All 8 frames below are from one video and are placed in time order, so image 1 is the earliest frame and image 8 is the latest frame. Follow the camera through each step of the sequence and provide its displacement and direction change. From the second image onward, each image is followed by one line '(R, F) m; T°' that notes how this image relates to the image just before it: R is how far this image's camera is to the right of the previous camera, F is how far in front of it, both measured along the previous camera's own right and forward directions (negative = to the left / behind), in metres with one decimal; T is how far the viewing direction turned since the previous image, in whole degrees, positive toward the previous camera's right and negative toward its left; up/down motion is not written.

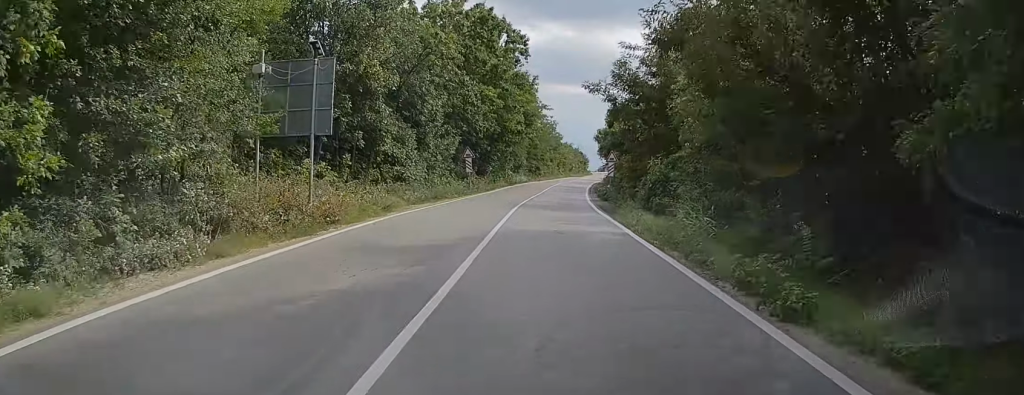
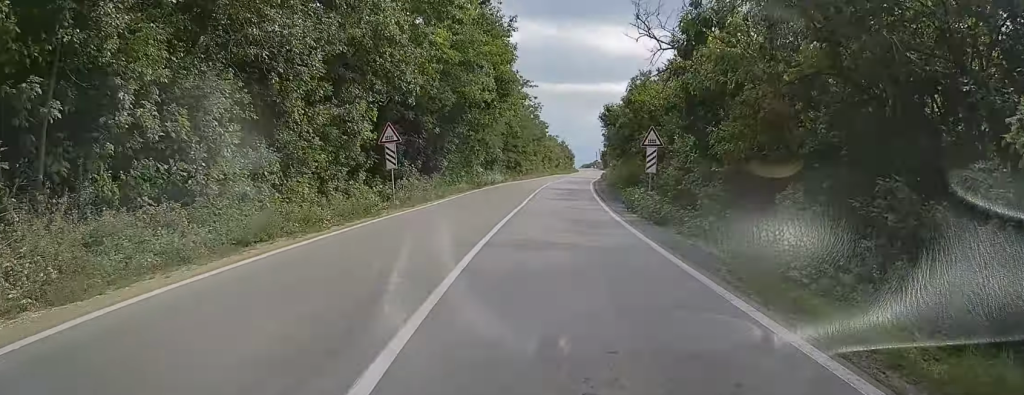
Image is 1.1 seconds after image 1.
(+0.1, +21.5) m; +1°
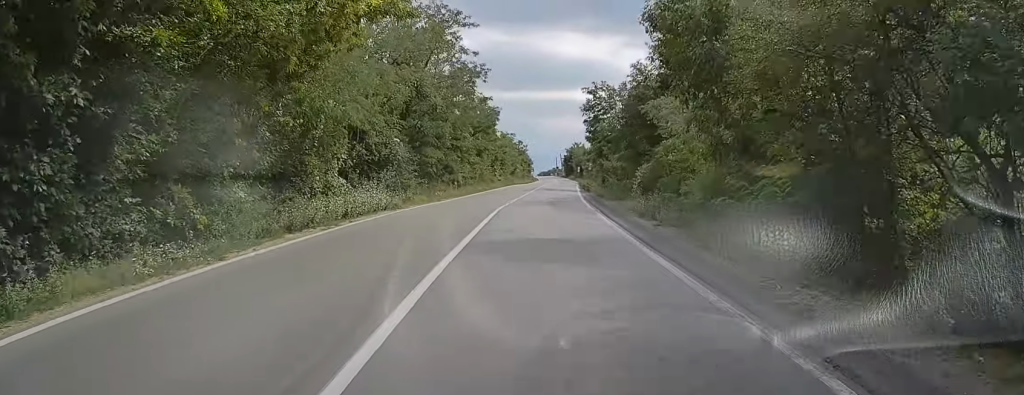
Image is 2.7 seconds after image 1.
(+0.8, +32.9) m; +3°
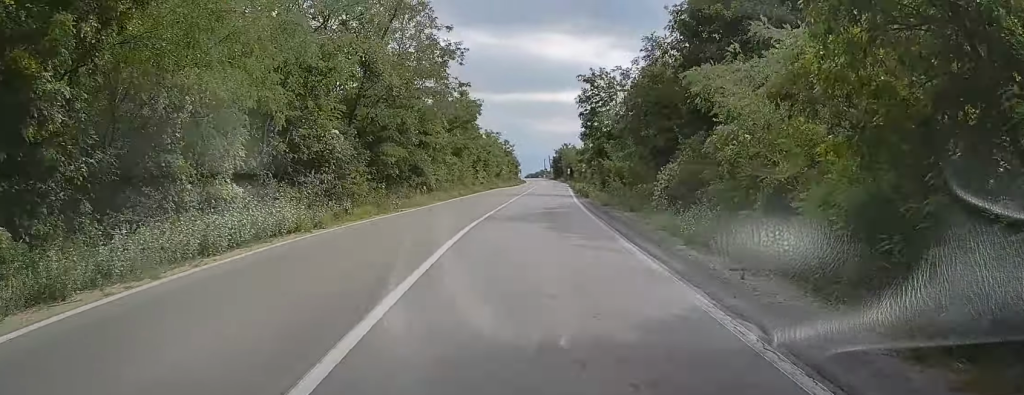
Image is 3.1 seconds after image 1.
(+0.1, +8.5) m; +1°
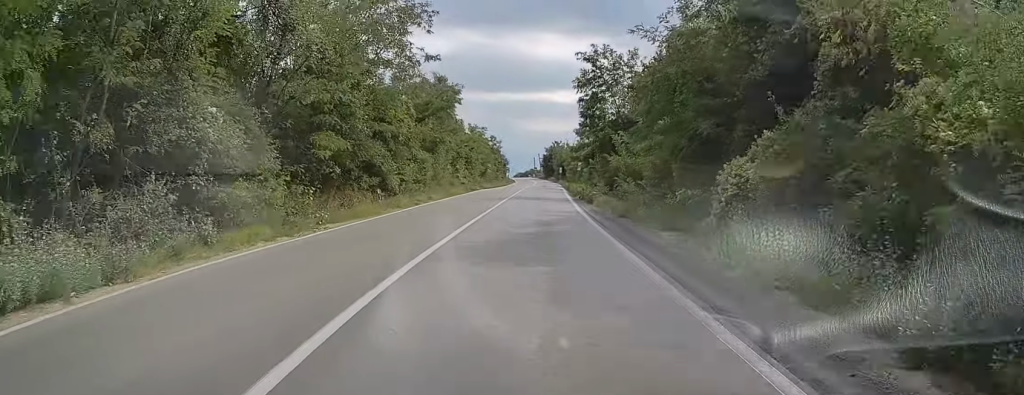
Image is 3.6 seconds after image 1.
(+0.1, +9.2) m; +1°
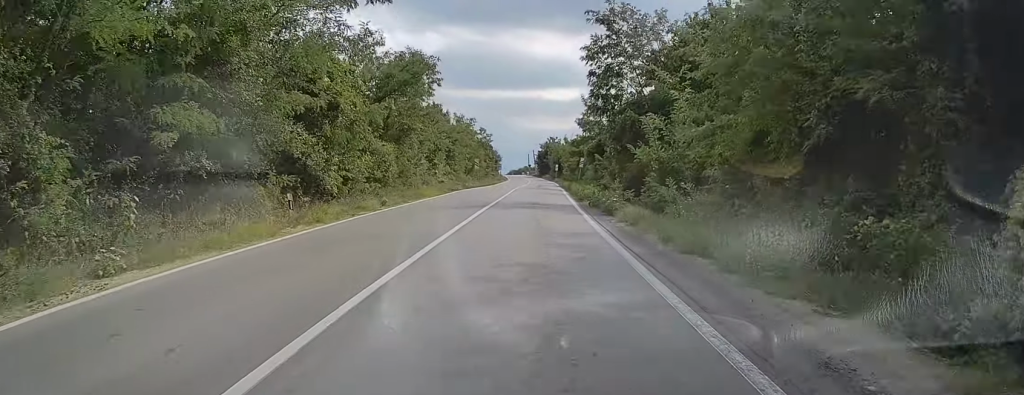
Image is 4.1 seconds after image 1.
(+0.1, +10.3) m; +1°
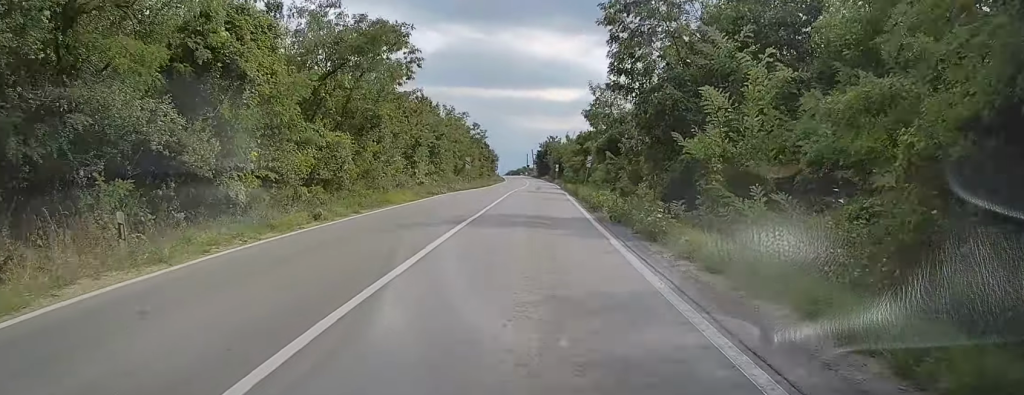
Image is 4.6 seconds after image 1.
(+0.1, +8.2) m; +1°
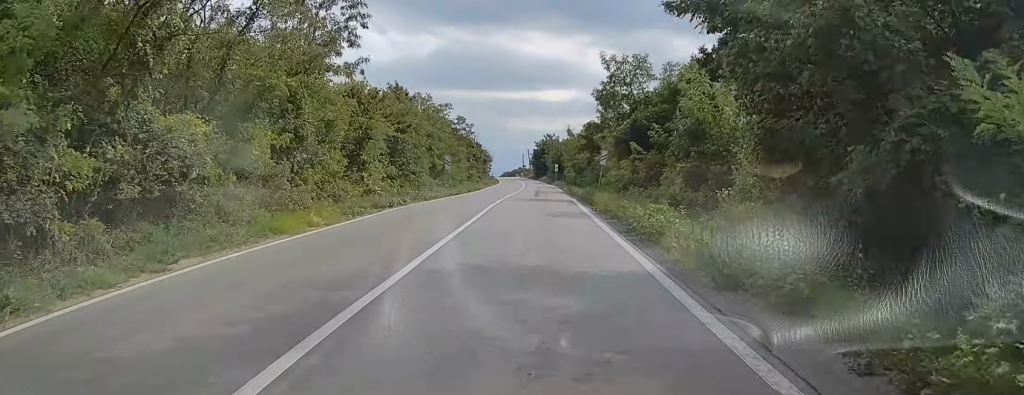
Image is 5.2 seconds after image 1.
(+0.1, +11.7) m; 0°
